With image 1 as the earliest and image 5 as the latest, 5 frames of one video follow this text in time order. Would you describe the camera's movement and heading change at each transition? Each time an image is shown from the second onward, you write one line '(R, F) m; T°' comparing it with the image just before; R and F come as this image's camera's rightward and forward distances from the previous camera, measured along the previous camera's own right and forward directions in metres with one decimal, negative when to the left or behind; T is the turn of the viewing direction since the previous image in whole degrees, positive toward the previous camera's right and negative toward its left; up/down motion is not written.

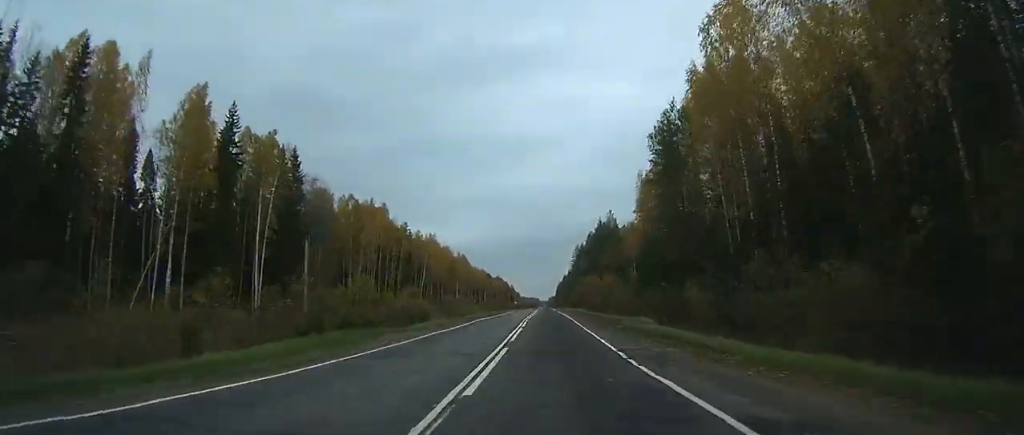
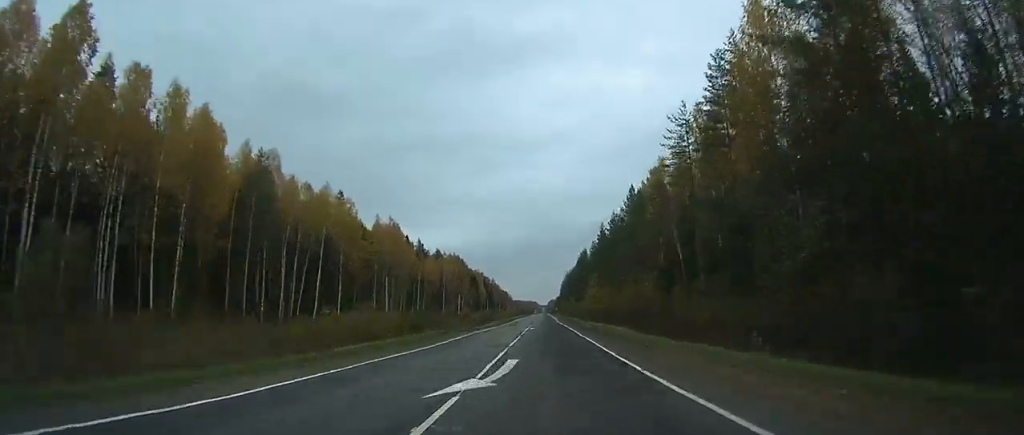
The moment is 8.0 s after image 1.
(-0.9, +223.2) m; -1°
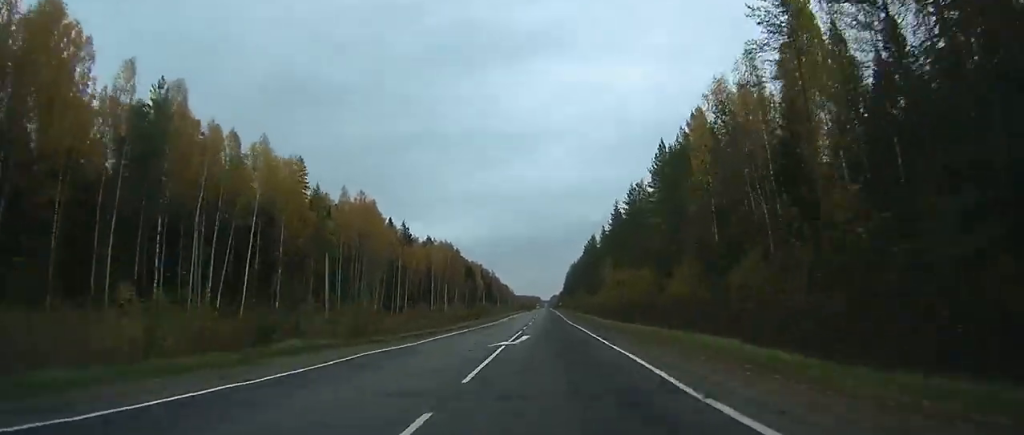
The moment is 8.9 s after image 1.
(0.0, +24.7) m; 0°
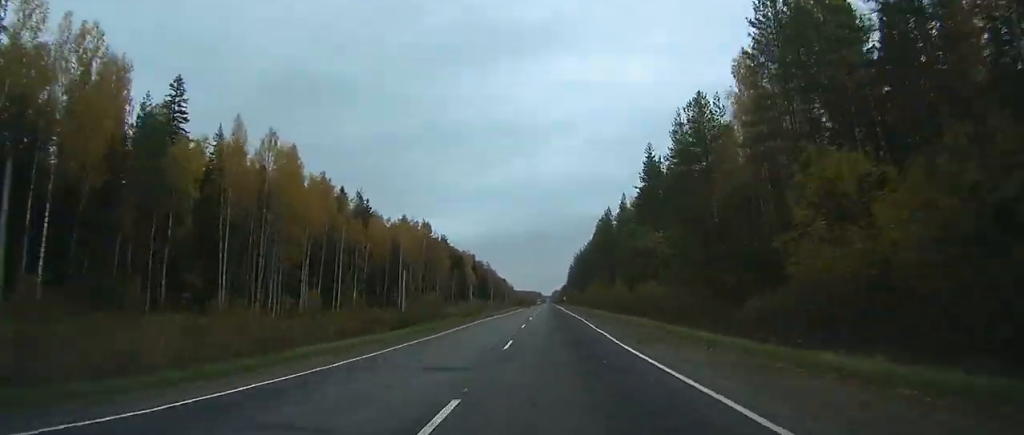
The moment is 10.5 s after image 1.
(-0.1, +41.3) m; 0°
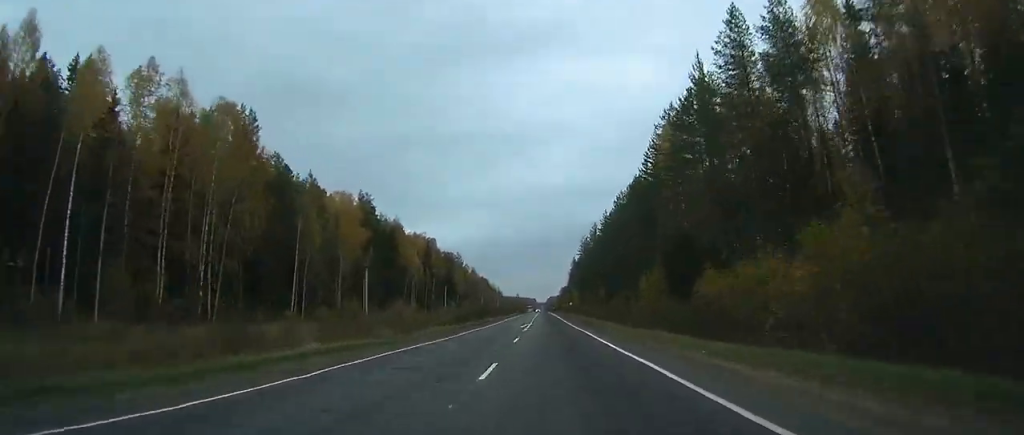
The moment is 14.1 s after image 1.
(+0.4, +105.4) m; 0°
